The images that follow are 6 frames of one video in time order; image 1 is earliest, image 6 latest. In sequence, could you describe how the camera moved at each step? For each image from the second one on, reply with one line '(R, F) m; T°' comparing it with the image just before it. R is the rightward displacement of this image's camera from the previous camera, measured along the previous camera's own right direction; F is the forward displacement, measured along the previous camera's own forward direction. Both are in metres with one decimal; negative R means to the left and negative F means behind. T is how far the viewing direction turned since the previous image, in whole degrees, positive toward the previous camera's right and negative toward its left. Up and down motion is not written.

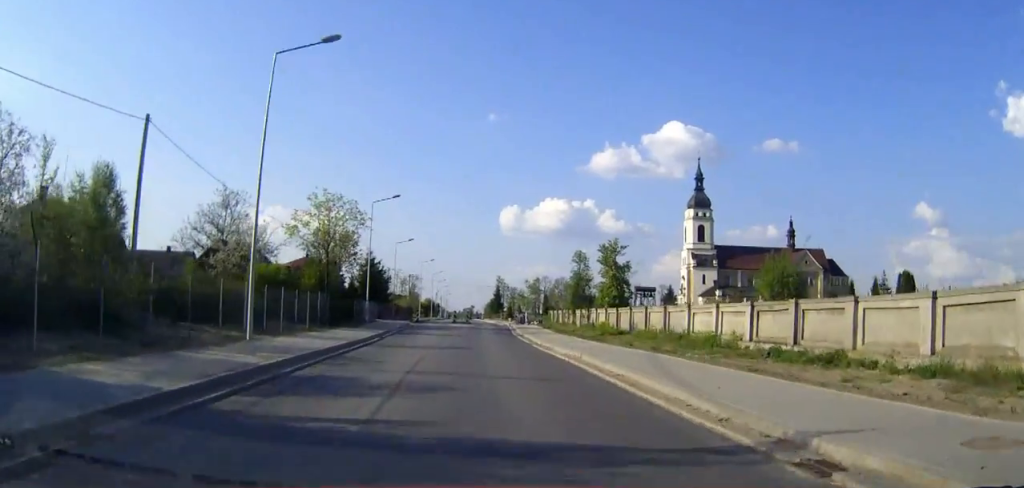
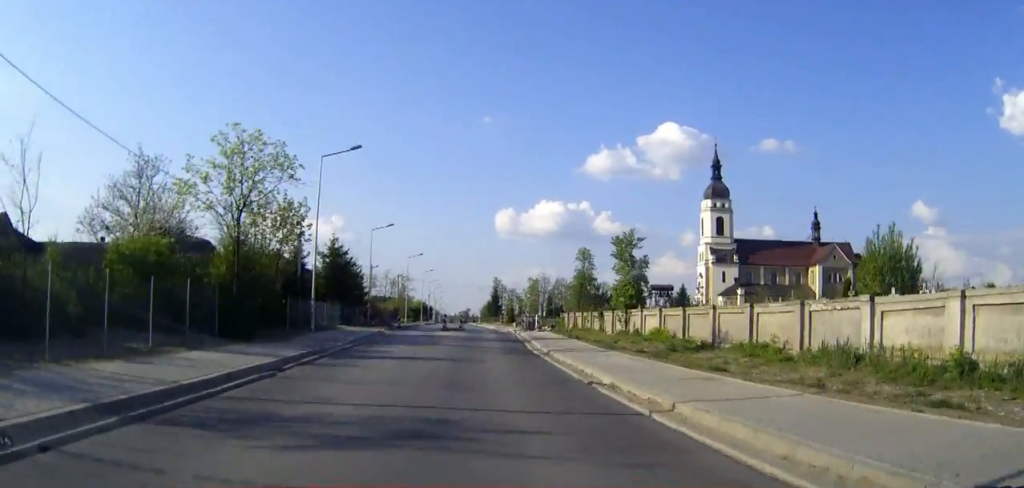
(0.0, +16.2) m; 0°
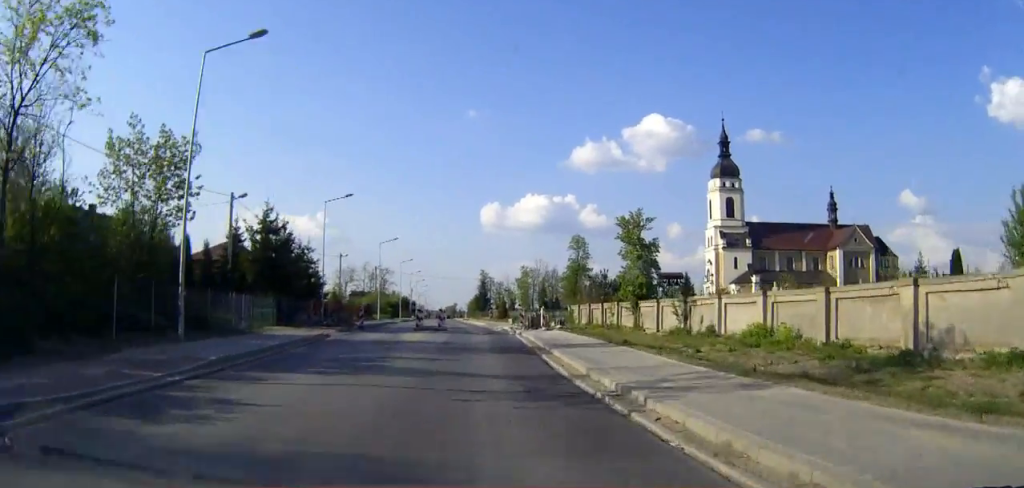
(0.0, +14.8) m; +1°
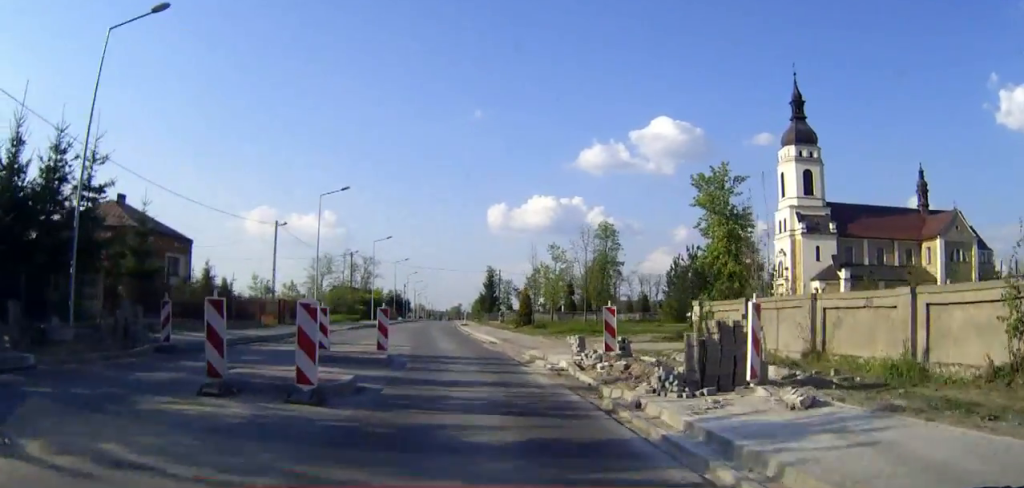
(+0.3, +32.7) m; 0°
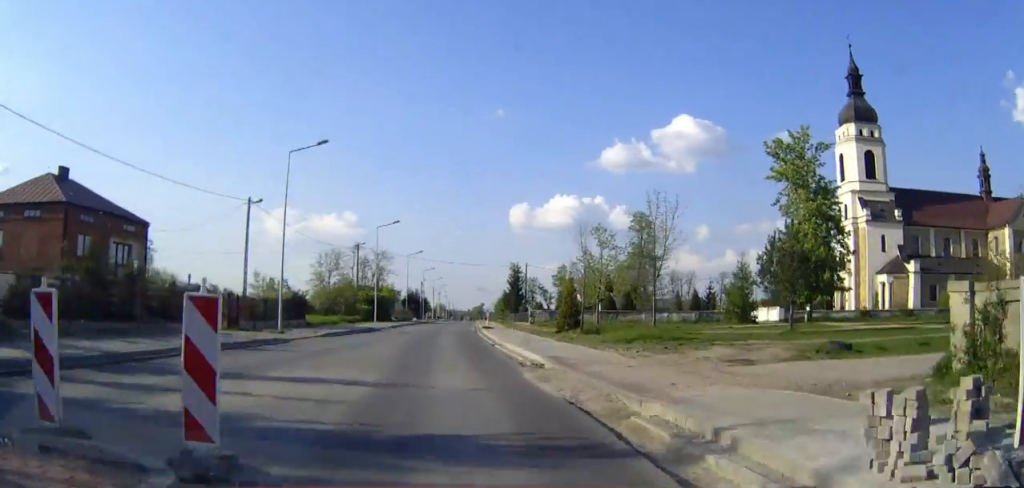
(-0.1, +13.1) m; -1°
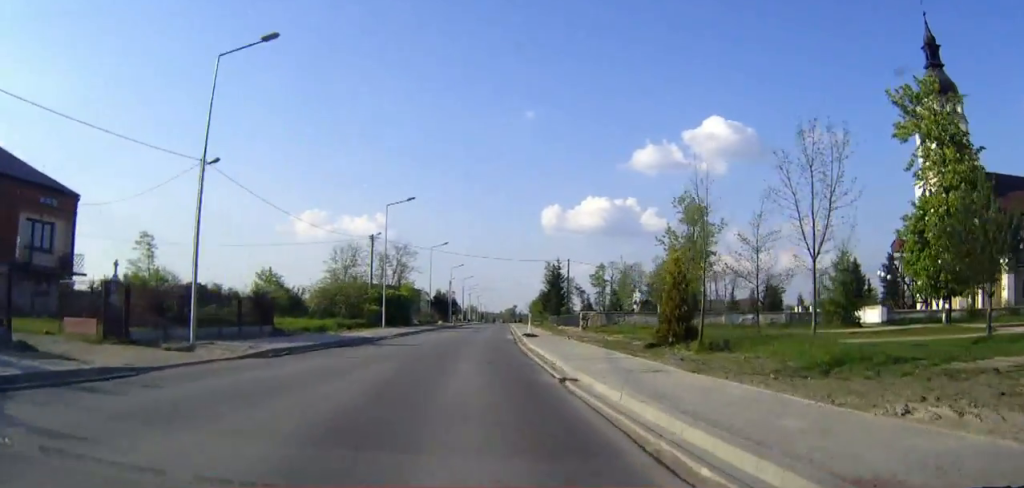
(-0.3, +14.2) m; -2°
